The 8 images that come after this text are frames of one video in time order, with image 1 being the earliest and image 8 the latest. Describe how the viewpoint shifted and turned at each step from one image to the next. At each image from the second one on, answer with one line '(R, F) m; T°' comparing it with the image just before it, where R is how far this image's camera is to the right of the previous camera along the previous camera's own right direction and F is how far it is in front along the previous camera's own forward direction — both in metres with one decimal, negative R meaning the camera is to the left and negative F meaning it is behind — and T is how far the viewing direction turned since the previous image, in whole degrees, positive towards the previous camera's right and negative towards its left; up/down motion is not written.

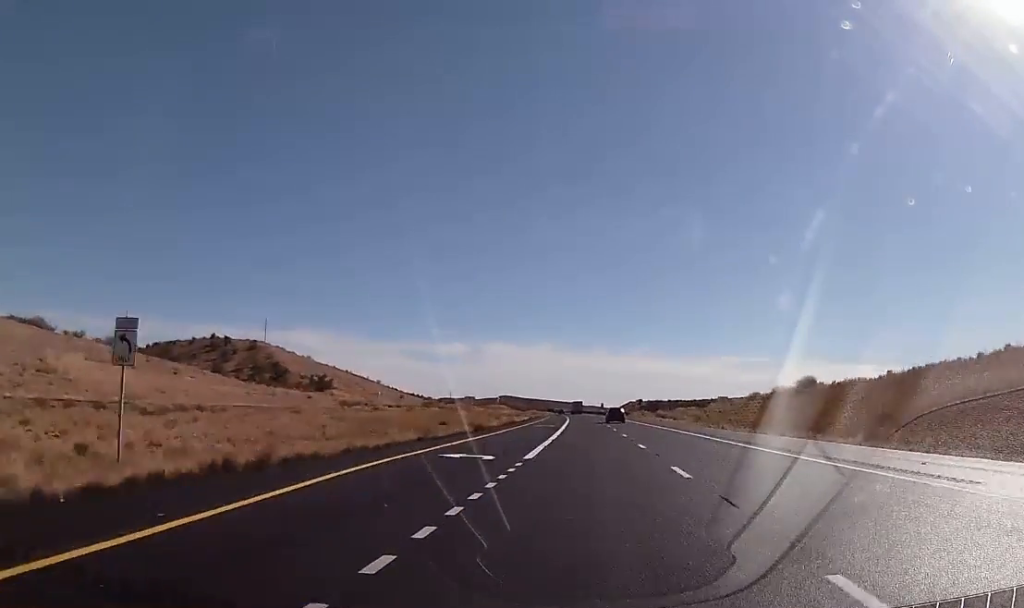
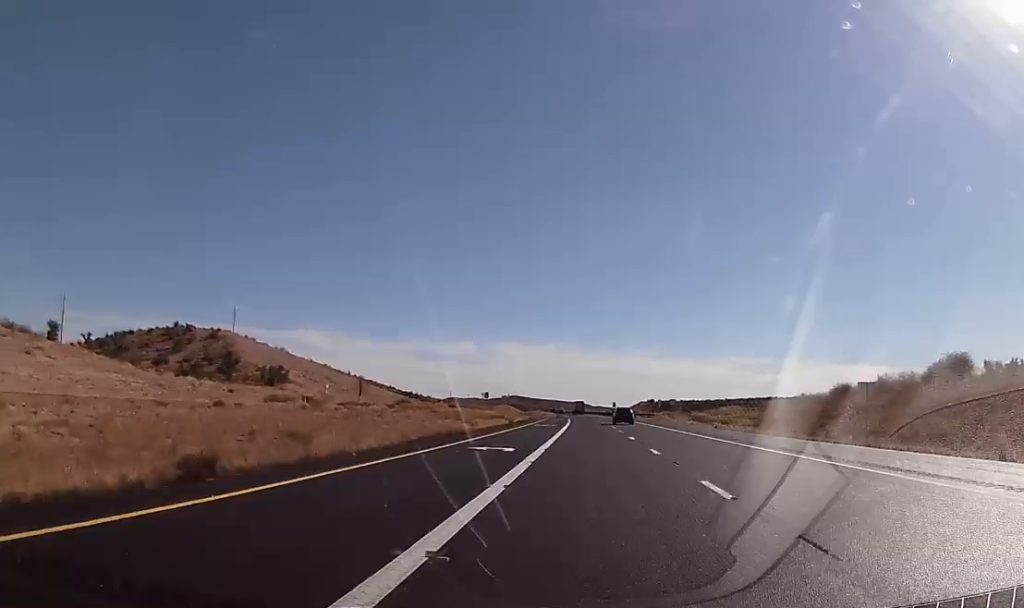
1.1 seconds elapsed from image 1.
(-0.5, +40.1) m; -1°
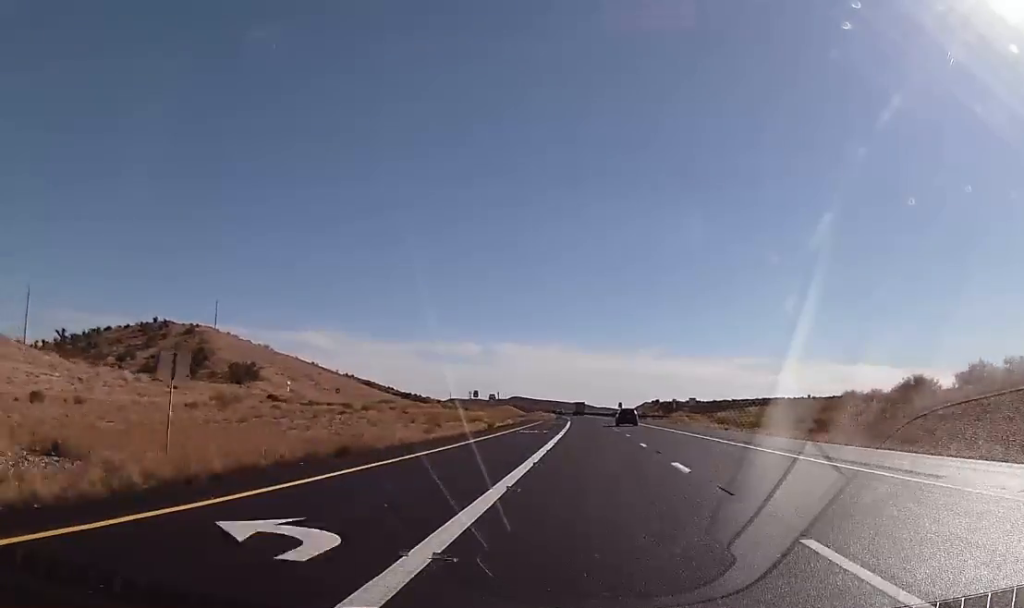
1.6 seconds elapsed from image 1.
(-0.2, +18.8) m; 0°
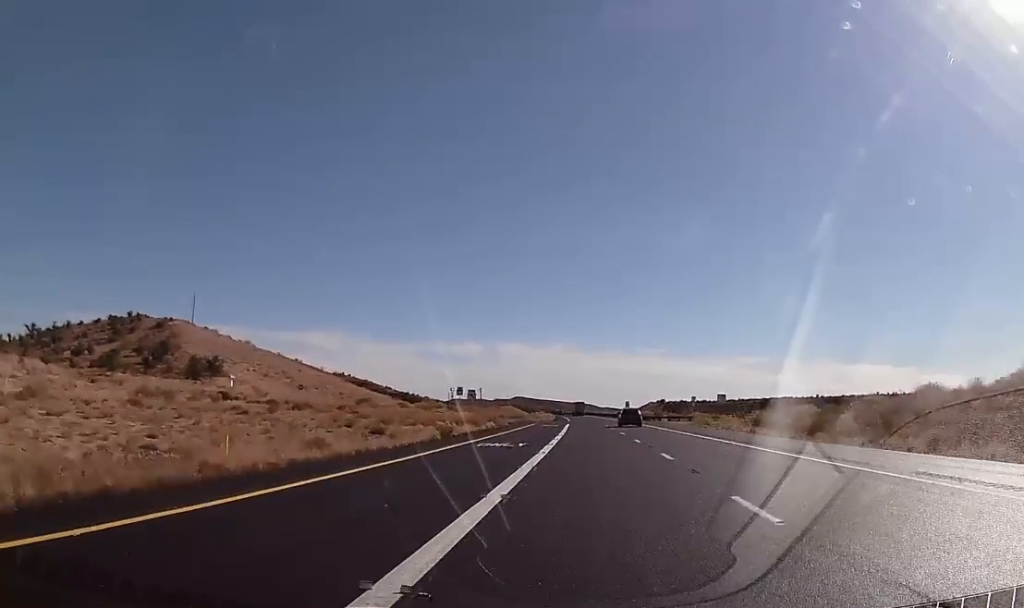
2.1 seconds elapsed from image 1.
(-0.2, +20.0) m; 0°
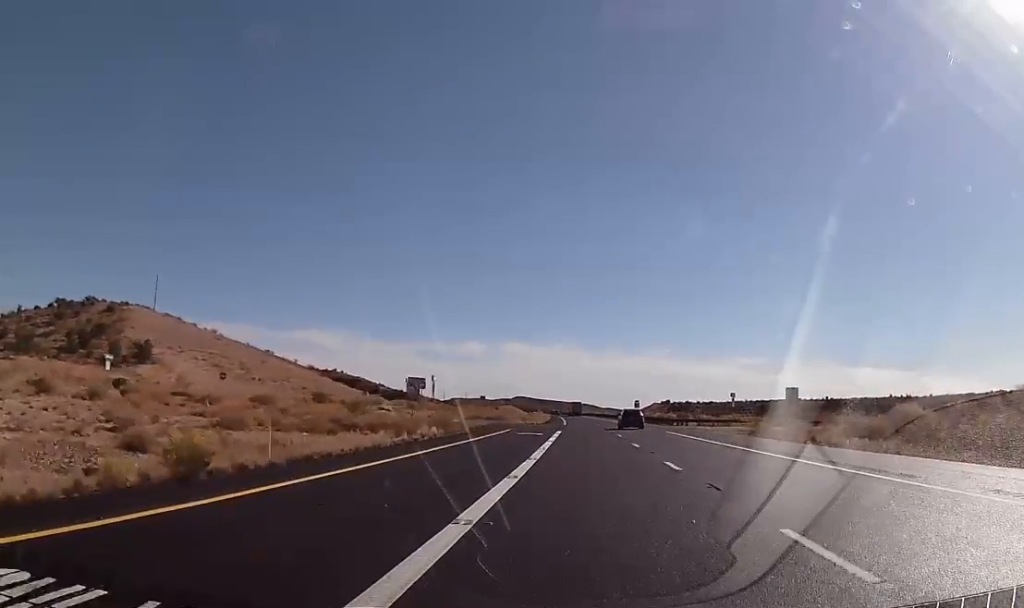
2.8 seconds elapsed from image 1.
(+0.3, +27.6) m; 0°
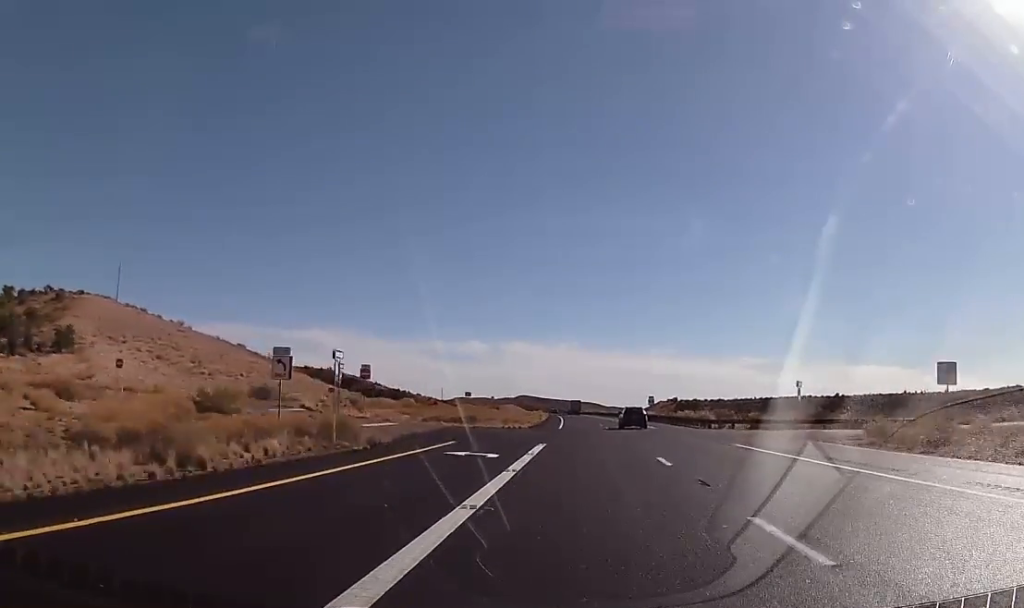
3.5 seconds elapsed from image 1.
(-0.1, +23.8) m; -1°
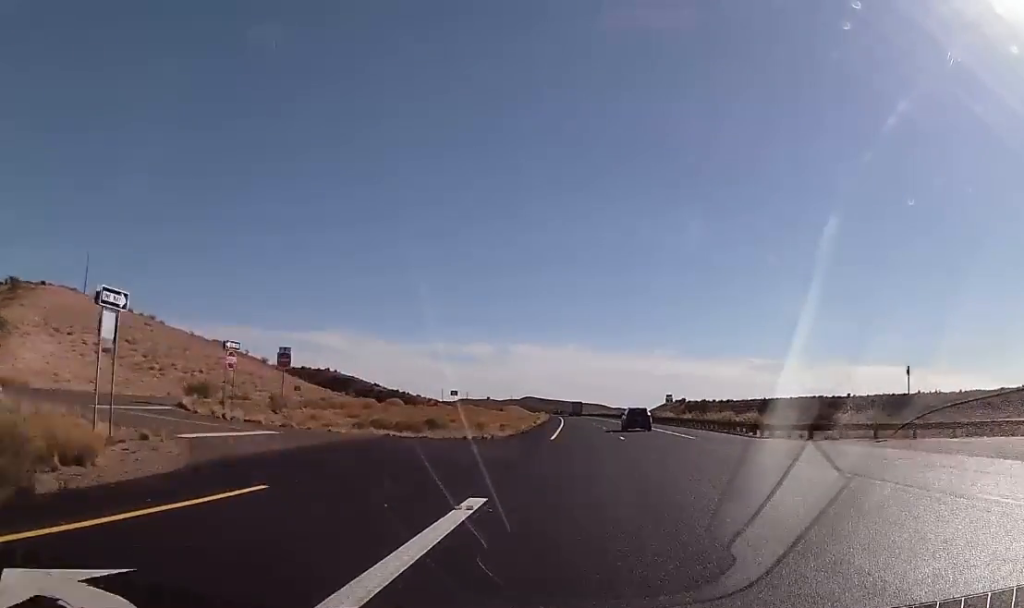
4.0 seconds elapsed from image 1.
(0.0, +18.8) m; -1°
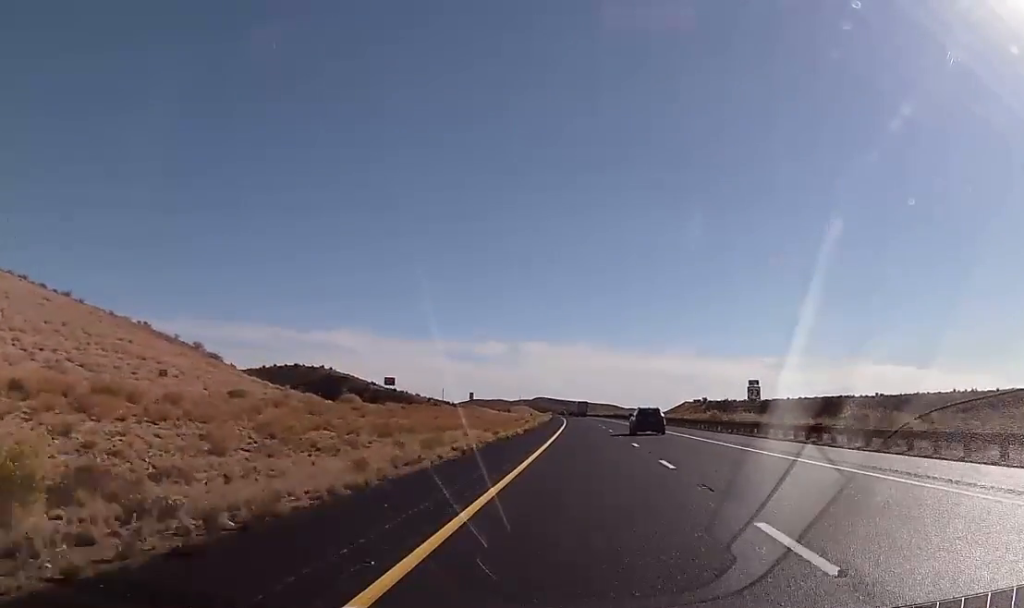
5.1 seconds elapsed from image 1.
(-0.4, +44.0) m; 0°
